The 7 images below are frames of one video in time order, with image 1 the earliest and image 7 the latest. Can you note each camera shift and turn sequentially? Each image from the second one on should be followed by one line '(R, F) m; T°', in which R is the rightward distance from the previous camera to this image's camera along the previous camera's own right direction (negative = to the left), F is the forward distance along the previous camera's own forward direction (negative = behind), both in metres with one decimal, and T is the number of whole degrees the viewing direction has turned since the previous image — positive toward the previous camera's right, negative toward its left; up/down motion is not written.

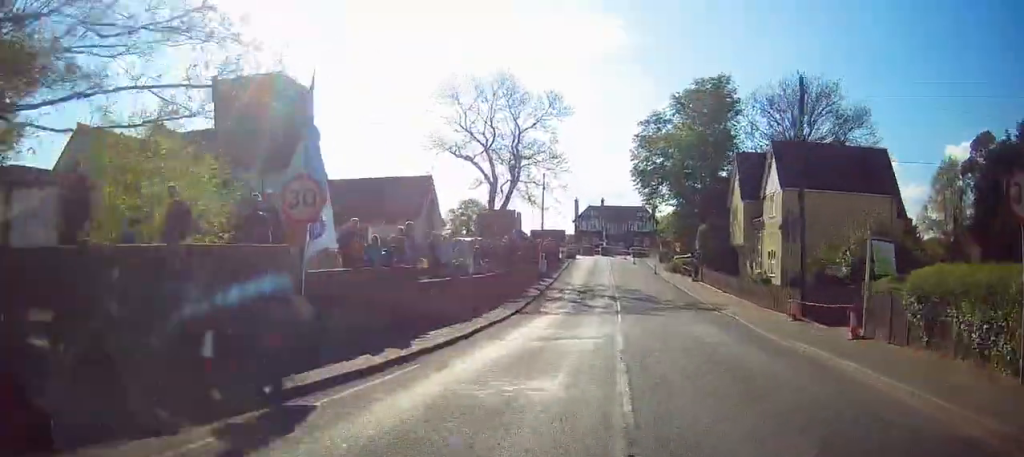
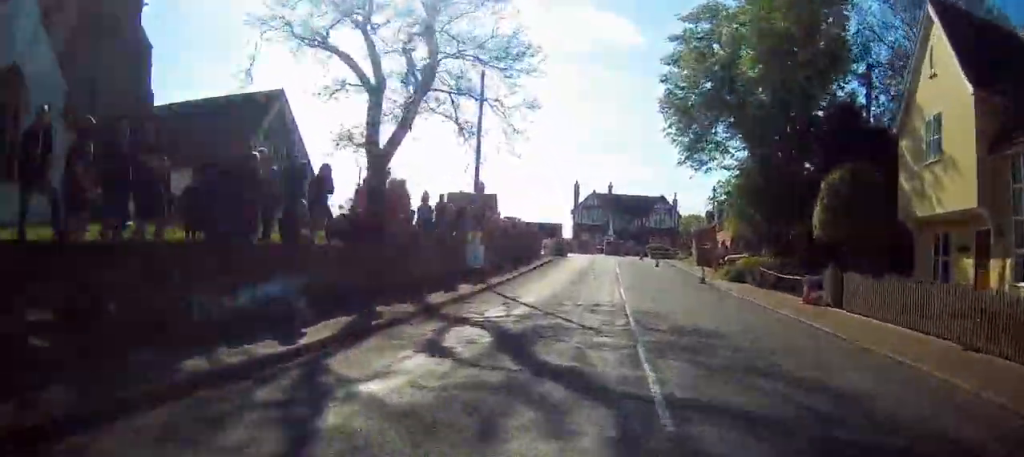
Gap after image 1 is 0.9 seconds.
(+0.2, +24.2) m; 0°
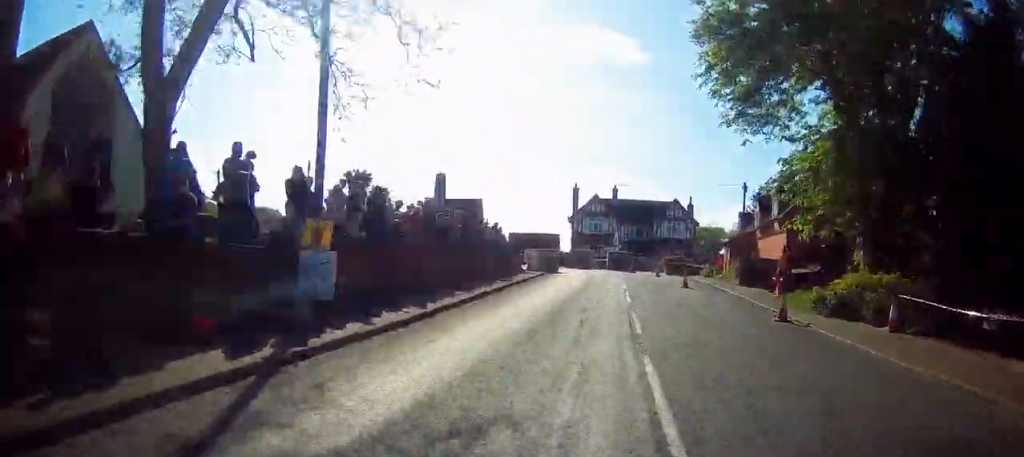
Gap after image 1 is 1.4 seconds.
(-0.2, +12.5) m; -1°
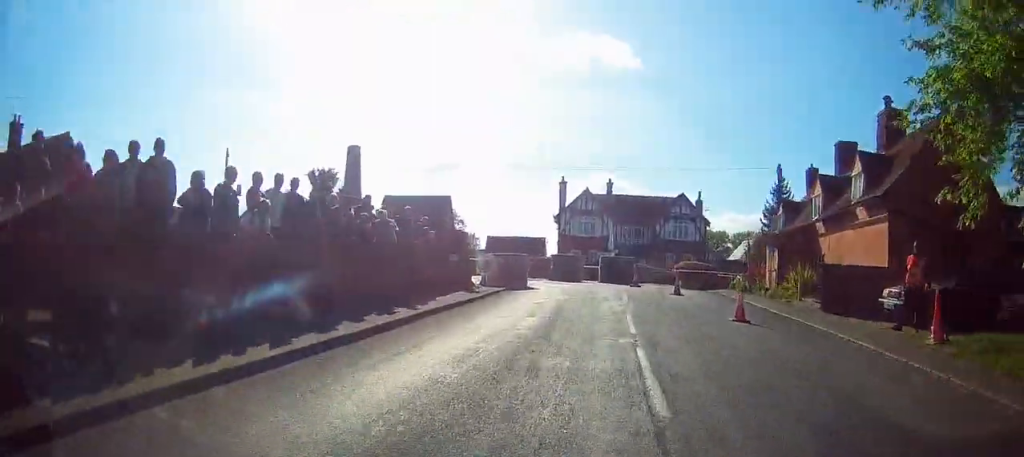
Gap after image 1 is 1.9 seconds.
(-0.1, +11.5) m; -1°
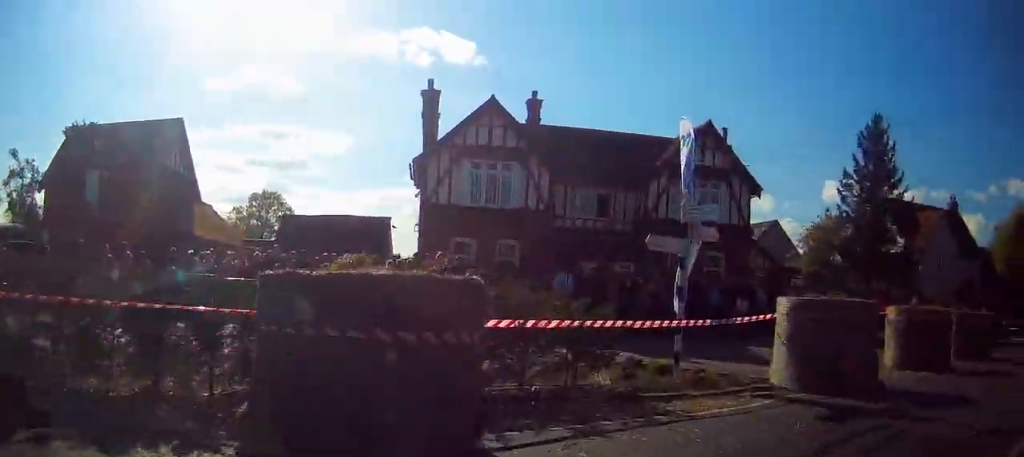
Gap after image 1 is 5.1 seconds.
(-1.6, +34.9) m; +26°
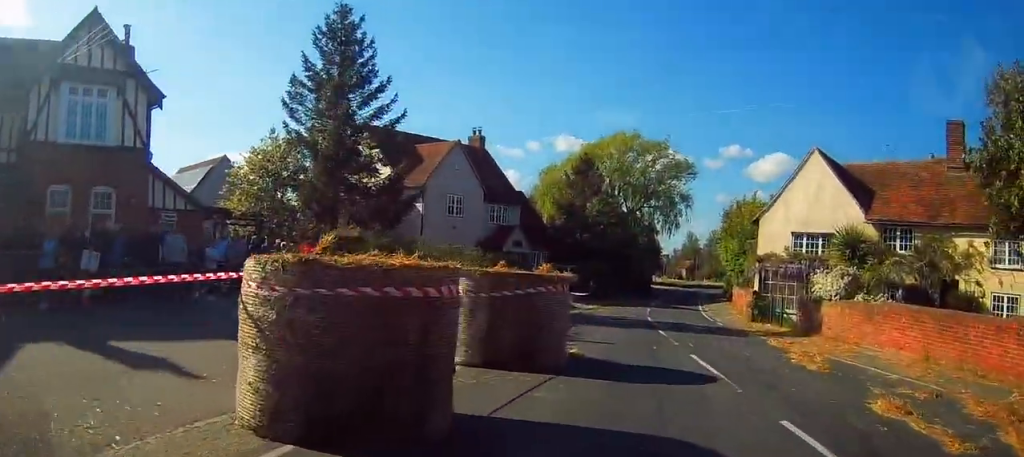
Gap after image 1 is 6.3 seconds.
(+4.1, +9.6) m; +31°
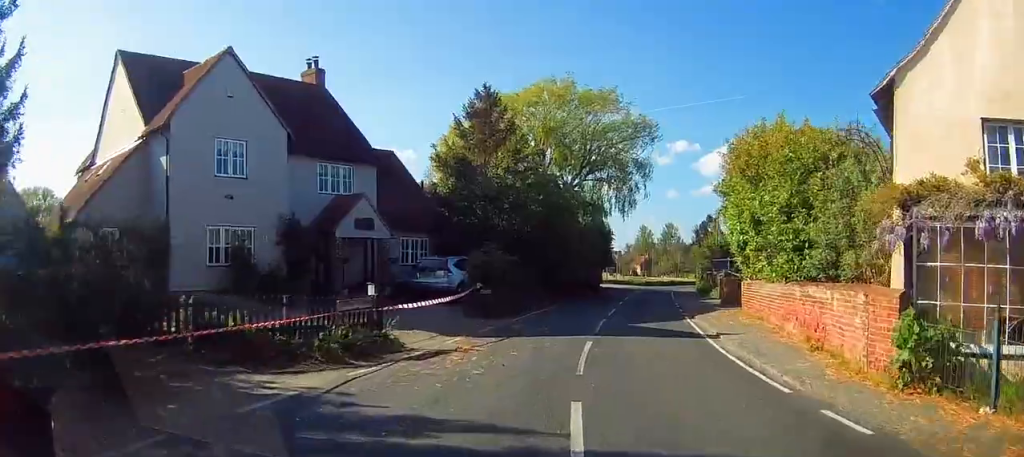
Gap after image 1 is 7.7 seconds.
(+1.4, +16.1) m; +7°
